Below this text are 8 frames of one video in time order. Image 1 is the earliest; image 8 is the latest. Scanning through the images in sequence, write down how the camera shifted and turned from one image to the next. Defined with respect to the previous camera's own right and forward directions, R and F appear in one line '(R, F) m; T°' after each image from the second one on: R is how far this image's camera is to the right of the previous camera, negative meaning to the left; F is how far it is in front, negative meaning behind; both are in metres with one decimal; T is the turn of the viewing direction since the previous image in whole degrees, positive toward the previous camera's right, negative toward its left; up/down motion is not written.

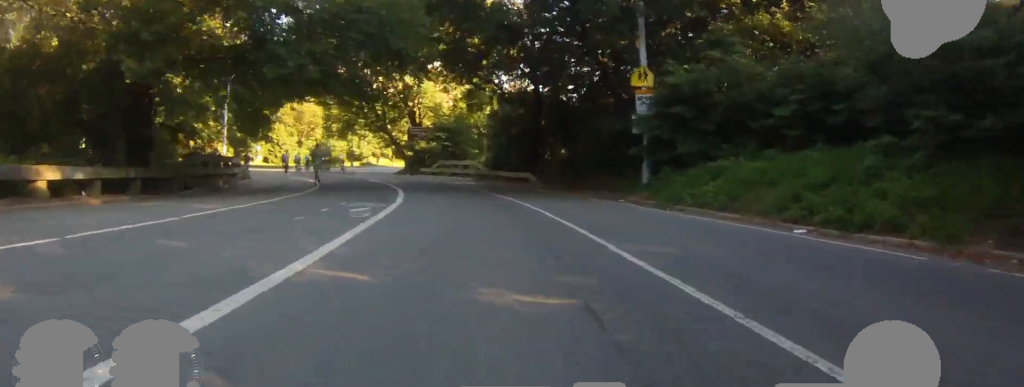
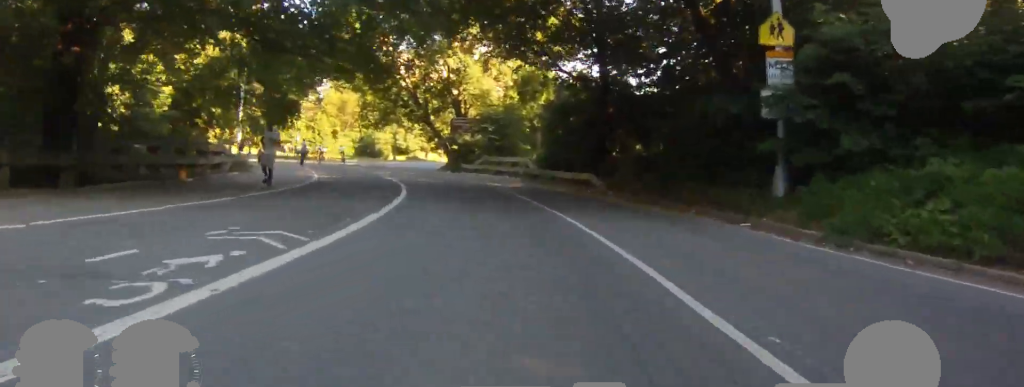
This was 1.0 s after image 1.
(-1.1, +7.3) m; -16°
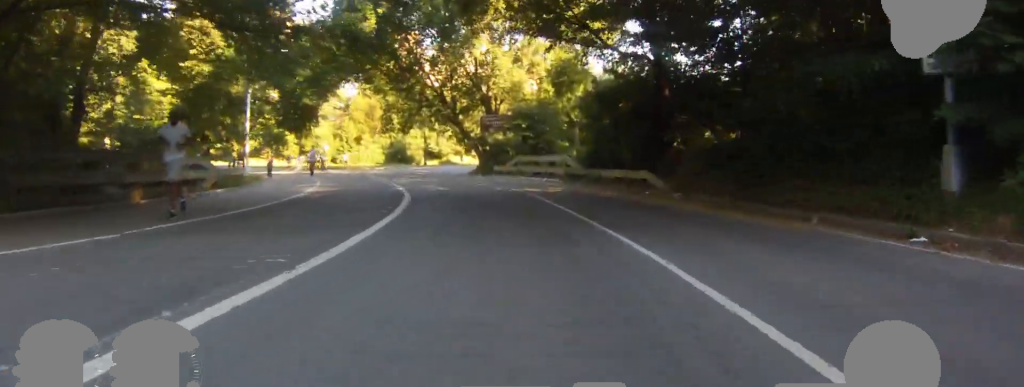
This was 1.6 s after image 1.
(-0.6, +4.8) m; -7°
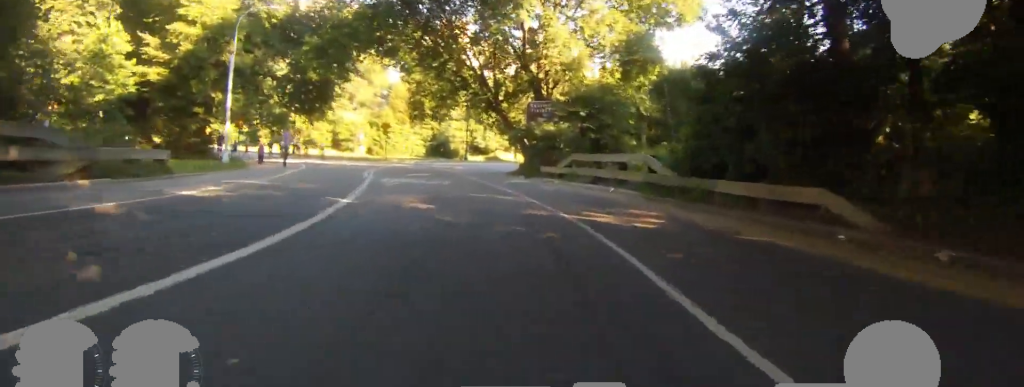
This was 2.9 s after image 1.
(-0.1, +10.2) m; -1°
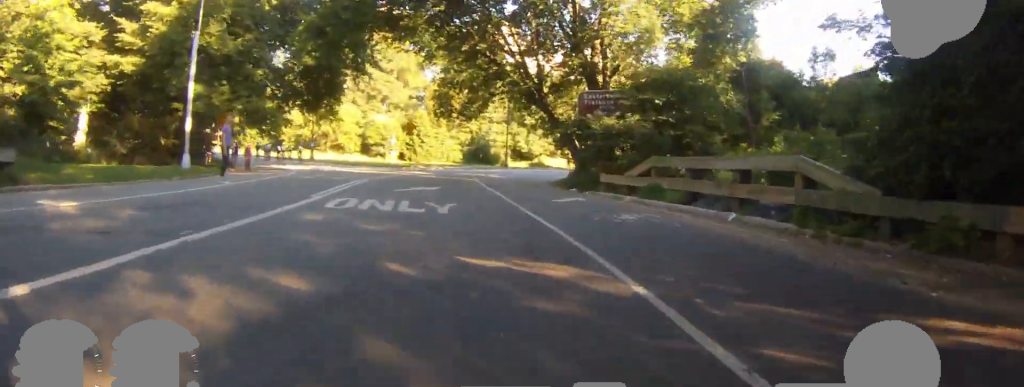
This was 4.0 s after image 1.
(0.0, +8.7) m; 0°
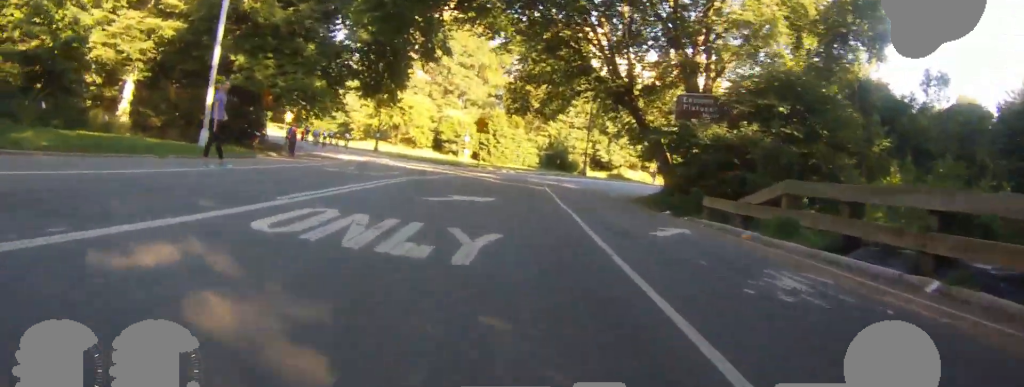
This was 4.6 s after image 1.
(0.0, +4.7) m; 0°
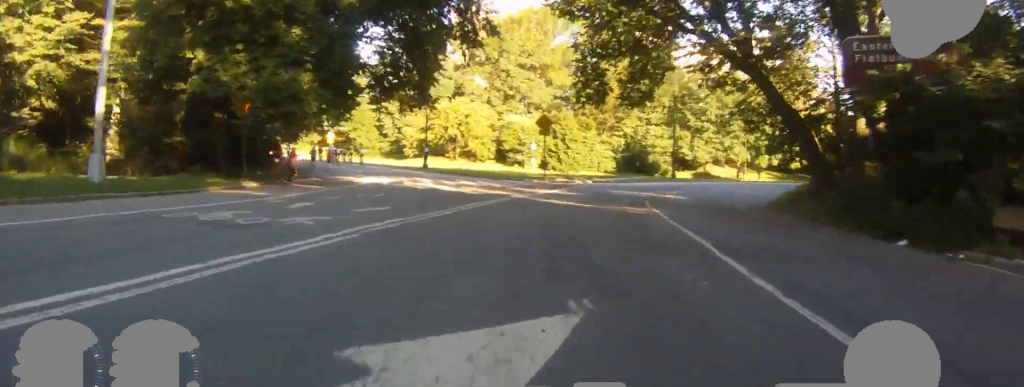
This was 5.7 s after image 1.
(0.0, +9.8) m; 0°
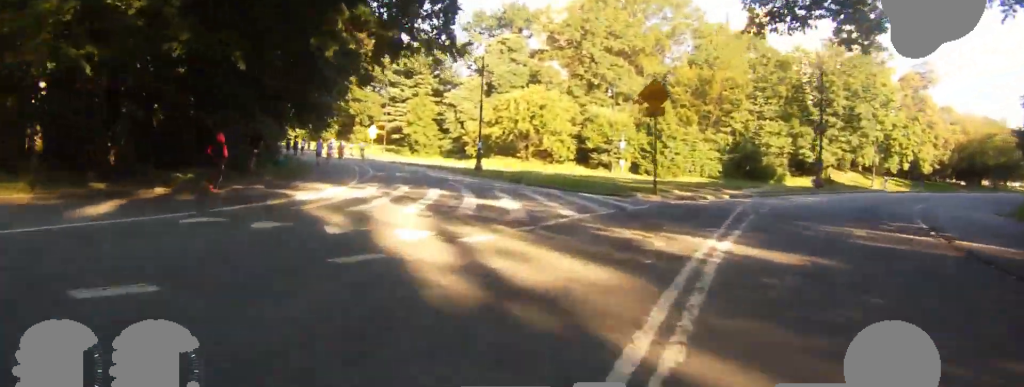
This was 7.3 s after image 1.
(-1.2, +14.4) m; -15°
